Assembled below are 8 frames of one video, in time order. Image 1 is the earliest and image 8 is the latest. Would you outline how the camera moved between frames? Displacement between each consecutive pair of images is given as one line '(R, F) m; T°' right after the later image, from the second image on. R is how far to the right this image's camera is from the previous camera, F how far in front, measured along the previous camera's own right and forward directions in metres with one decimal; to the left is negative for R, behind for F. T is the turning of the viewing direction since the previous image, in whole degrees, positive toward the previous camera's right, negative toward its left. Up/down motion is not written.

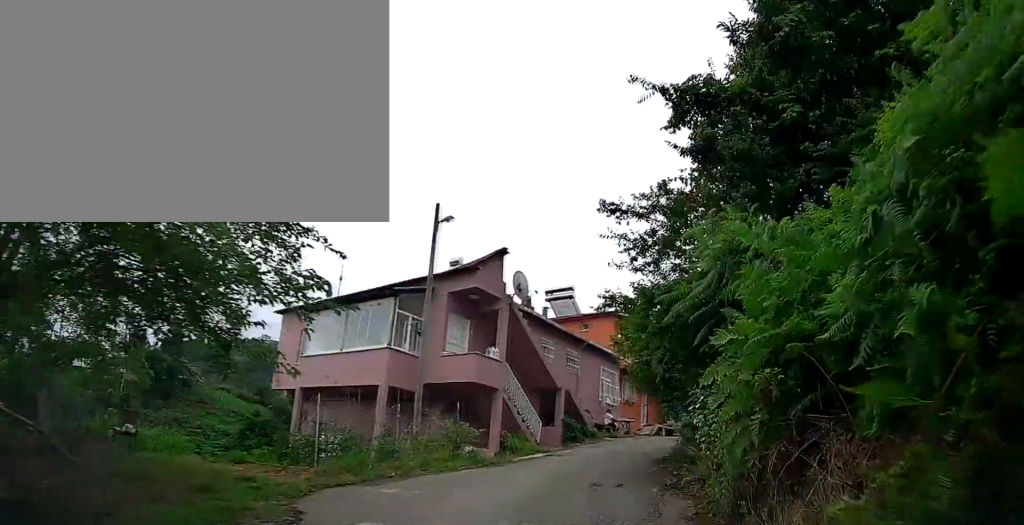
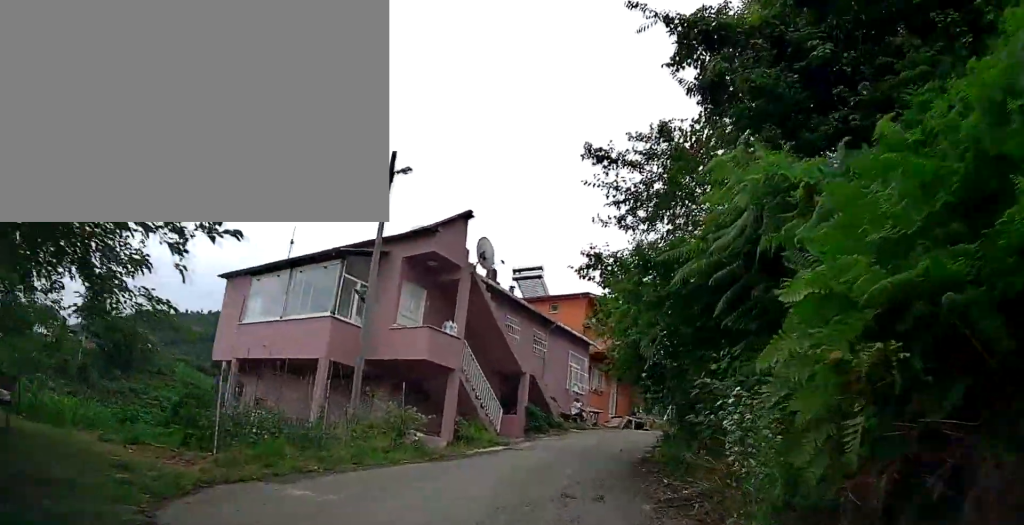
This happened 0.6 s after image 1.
(+0.1, +2.1) m; +5°
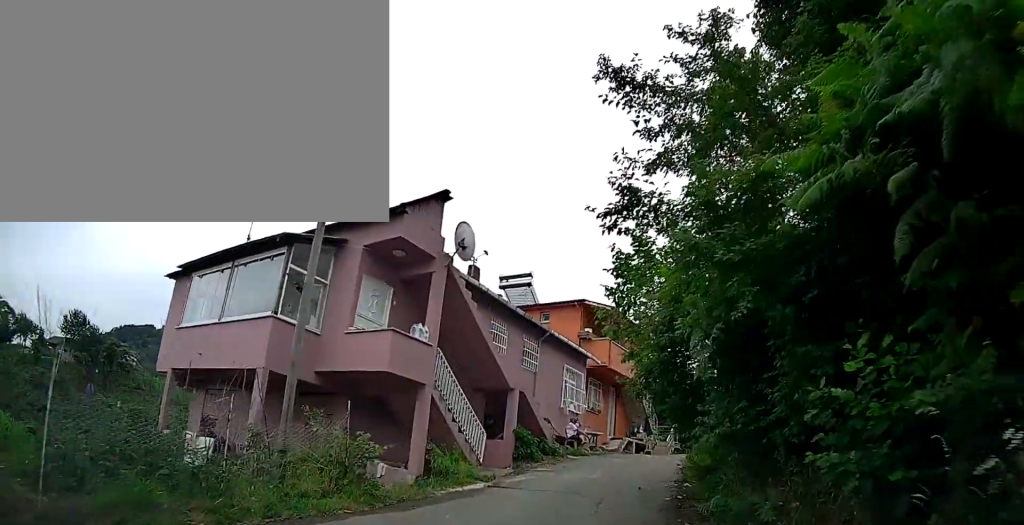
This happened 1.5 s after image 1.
(+0.1, +3.1) m; +5°
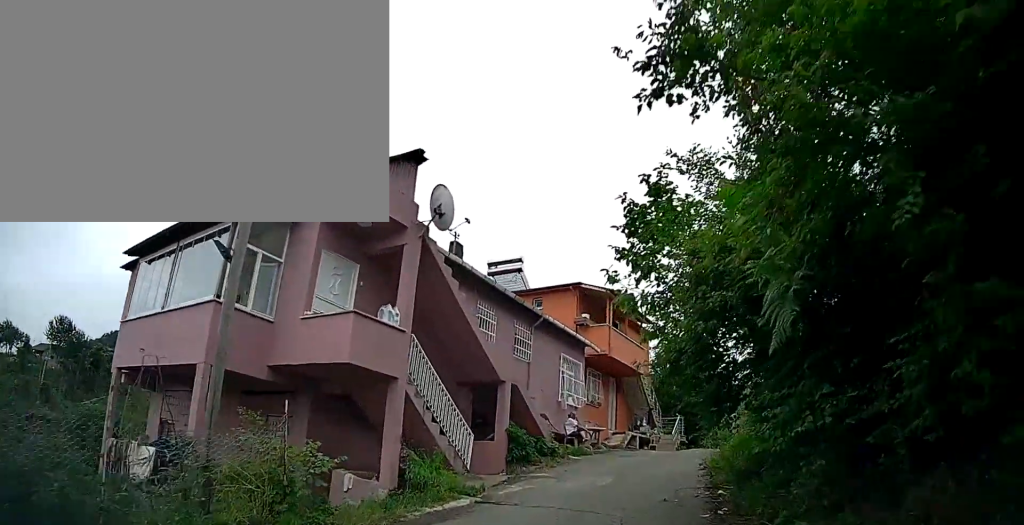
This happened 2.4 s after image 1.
(+0.2, +2.5) m; +1°
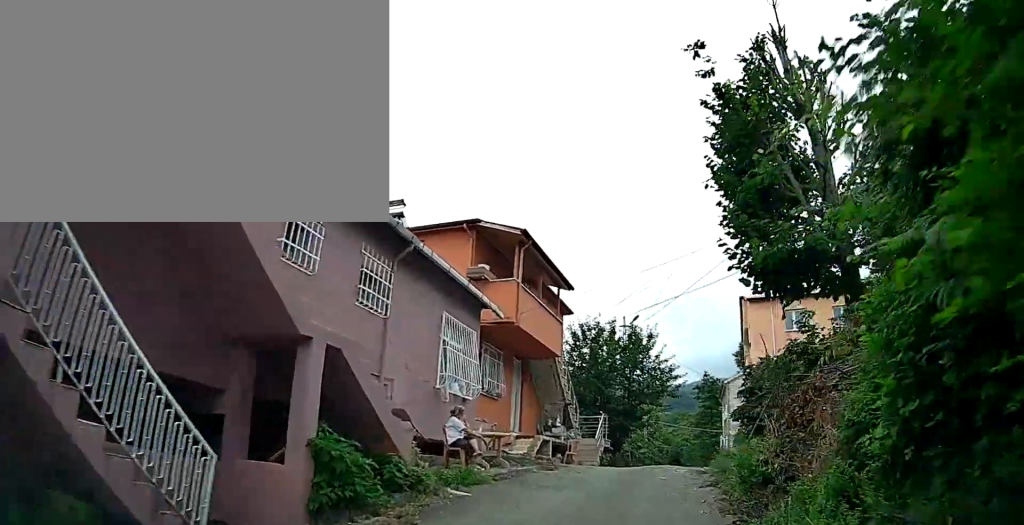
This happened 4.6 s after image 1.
(-0.3, +6.3) m; +3°
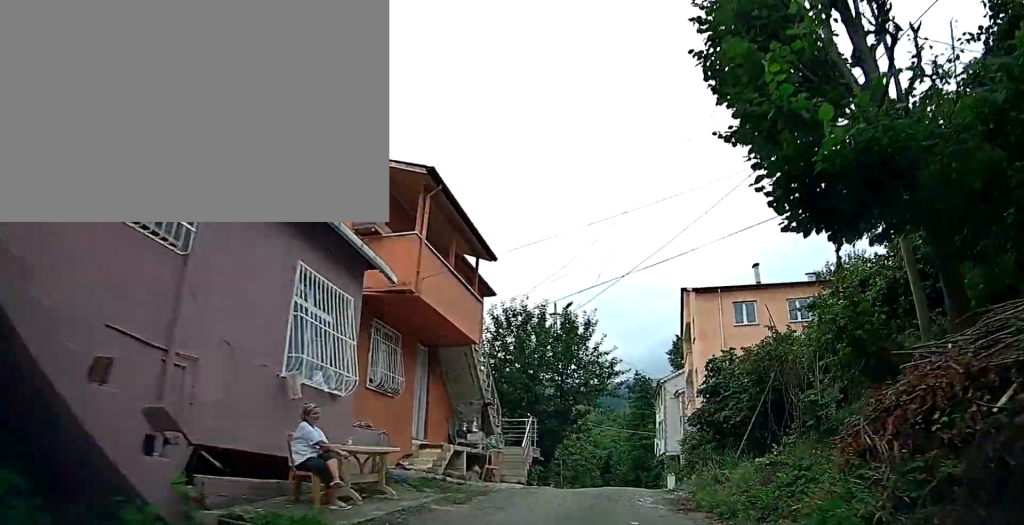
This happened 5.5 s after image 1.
(+0.2, +3.6) m; +5°
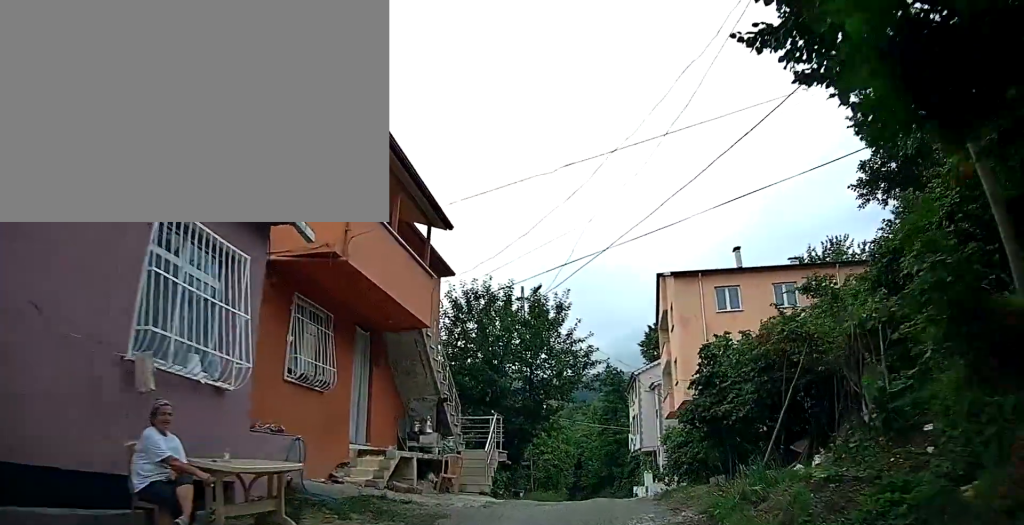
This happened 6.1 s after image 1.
(+0.1, +2.3) m; +2°
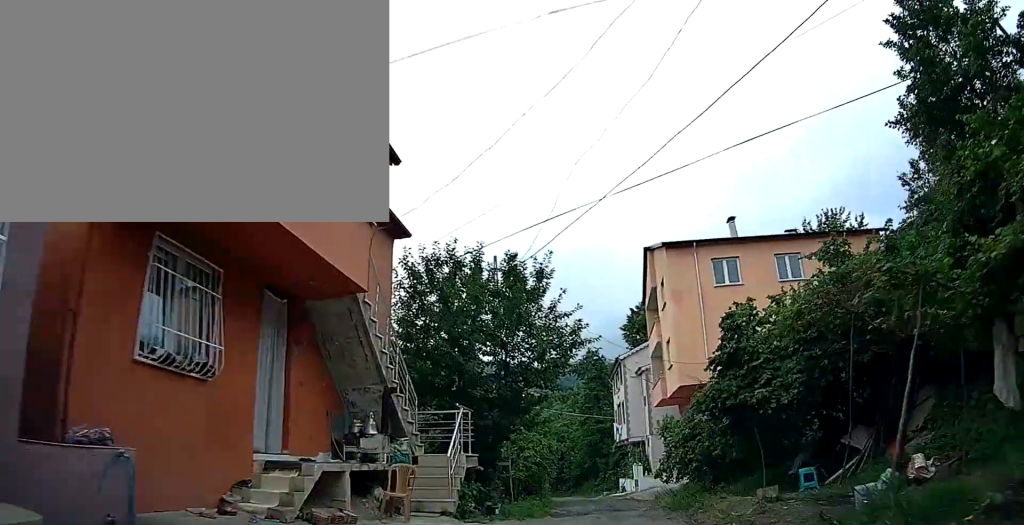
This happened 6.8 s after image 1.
(0.0, +3.2) m; +4°
